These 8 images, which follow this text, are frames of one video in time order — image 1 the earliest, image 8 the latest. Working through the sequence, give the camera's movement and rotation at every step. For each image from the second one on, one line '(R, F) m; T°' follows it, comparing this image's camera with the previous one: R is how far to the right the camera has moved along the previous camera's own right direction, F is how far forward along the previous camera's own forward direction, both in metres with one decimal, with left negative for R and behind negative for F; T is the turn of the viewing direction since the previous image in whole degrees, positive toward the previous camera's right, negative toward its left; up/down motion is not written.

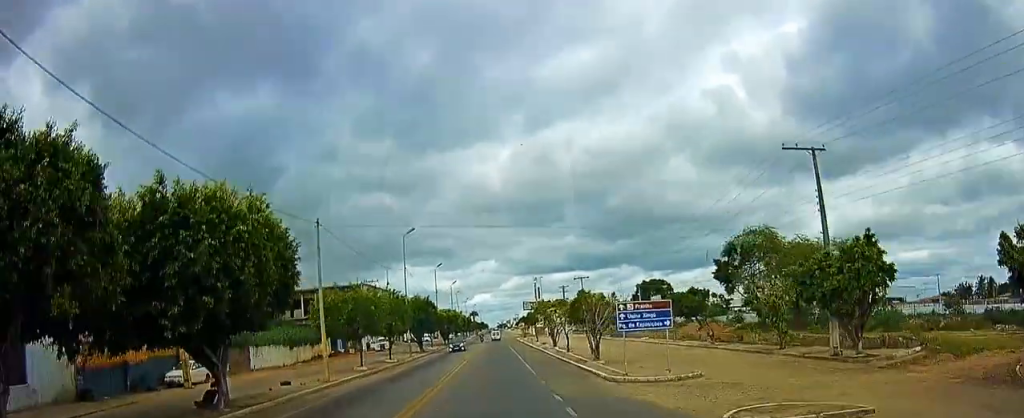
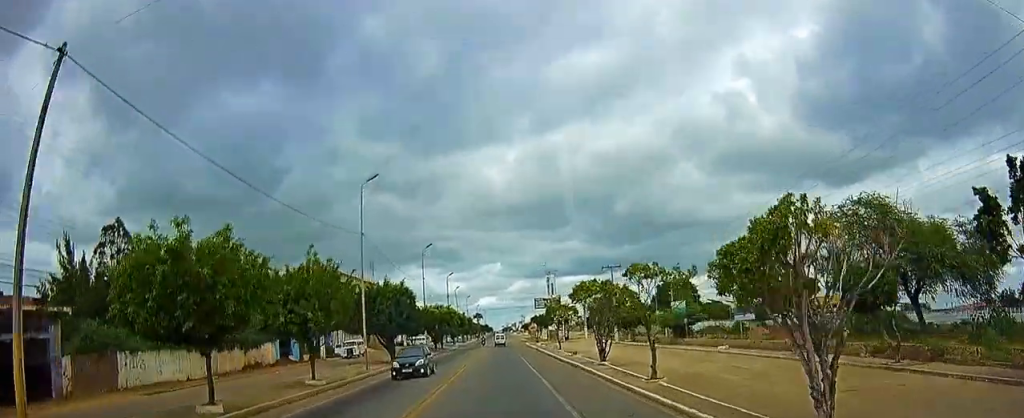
(-0.4, +20.5) m; +1°
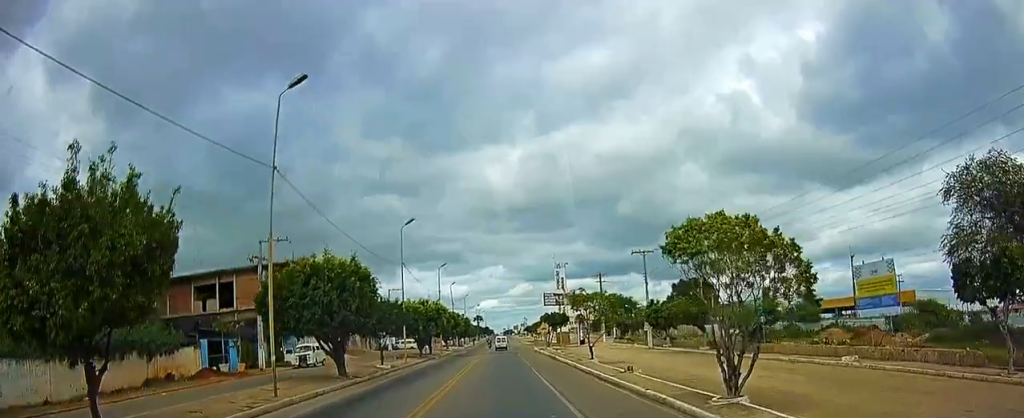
(+0.8, +16.1) m; +1°
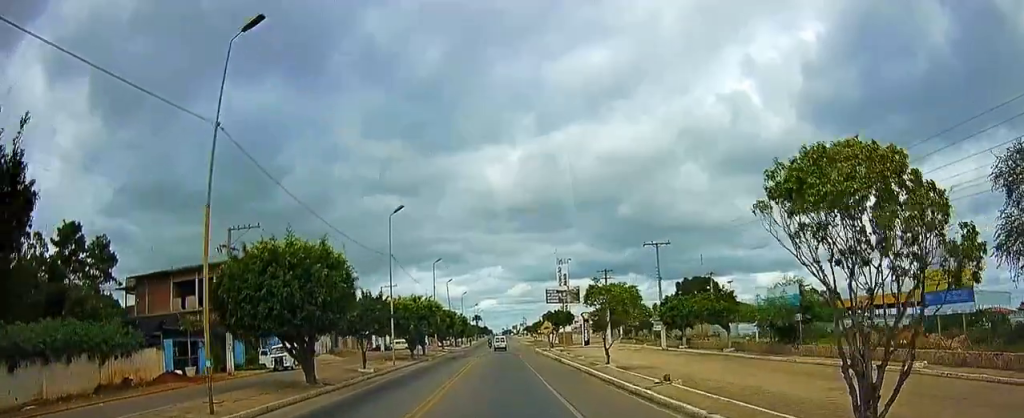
(-0.1, +5.3) m; -1°
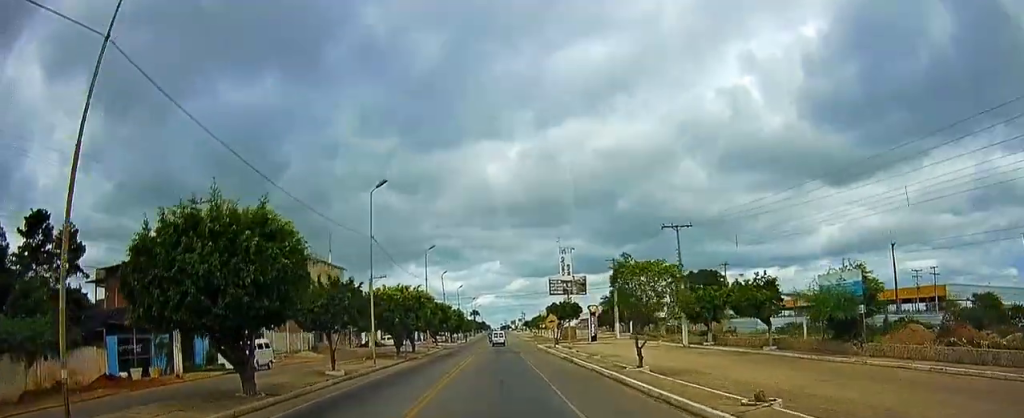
(-0.6, +6.9) m; -2°
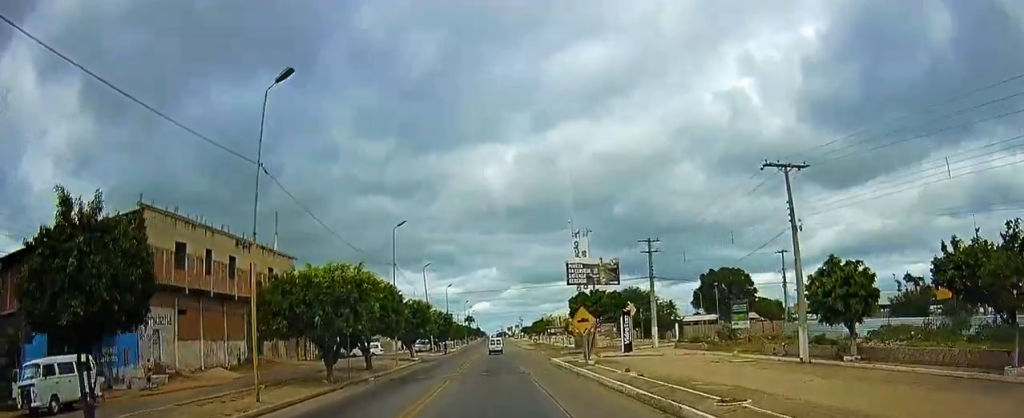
(+0.8, +21.1) m; +2°
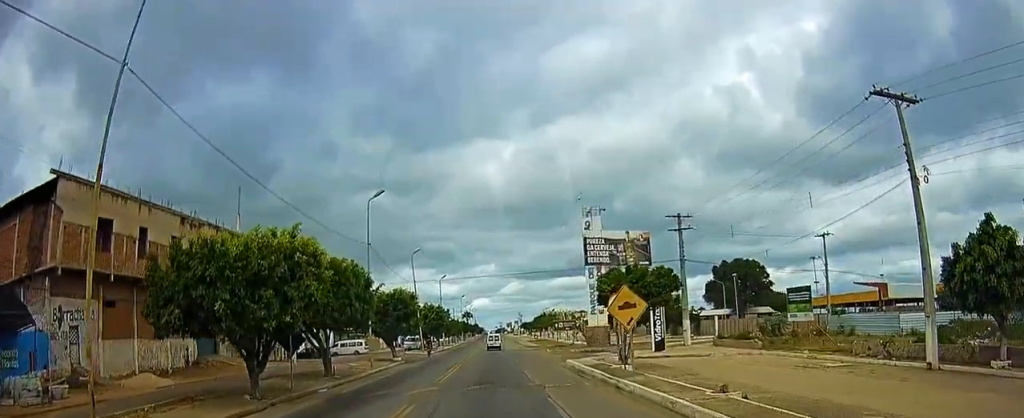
(-0.4, +11.0) m; -2°
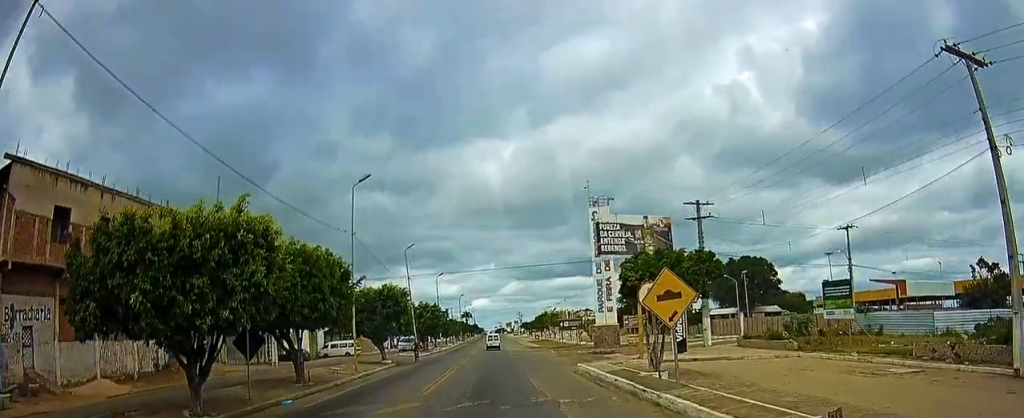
(0.0, +5.5) m; 0°
